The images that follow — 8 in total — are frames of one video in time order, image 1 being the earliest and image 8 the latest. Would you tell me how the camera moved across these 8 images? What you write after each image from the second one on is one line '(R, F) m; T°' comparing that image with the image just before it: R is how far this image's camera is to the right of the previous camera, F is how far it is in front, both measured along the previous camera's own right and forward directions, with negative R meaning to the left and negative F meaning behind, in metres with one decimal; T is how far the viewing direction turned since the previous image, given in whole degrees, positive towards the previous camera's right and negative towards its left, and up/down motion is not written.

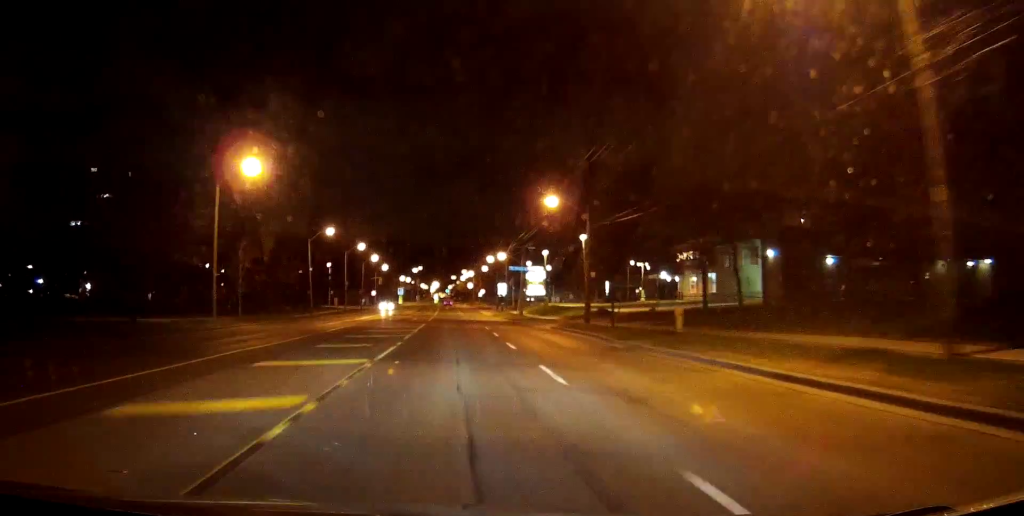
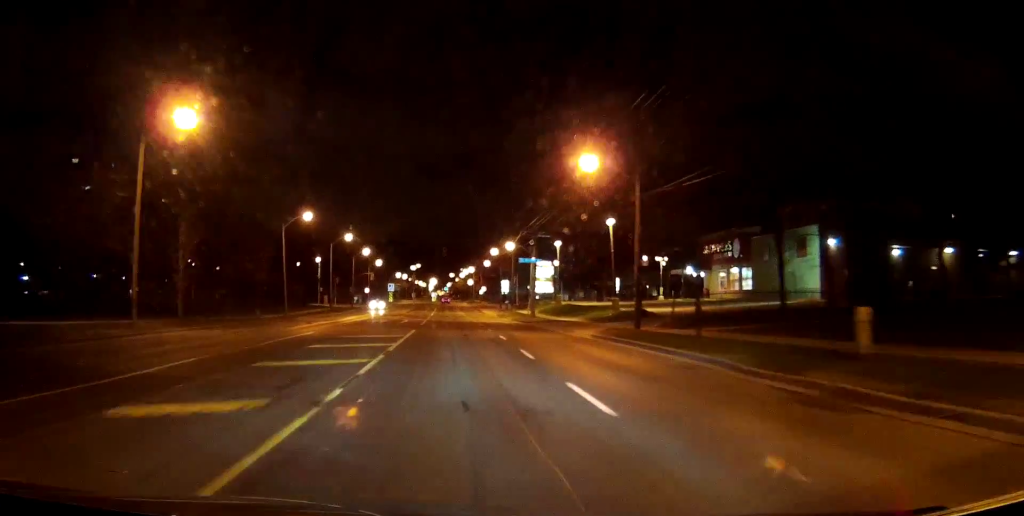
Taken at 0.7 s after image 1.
(+0.2, +12.7) m; 0°
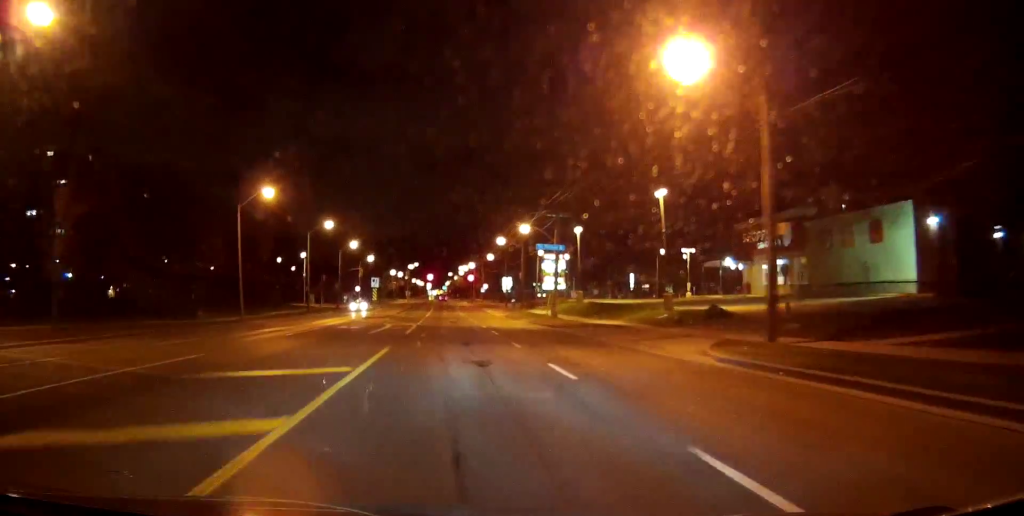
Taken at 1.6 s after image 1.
(-0.3, +14.5) m; -1°
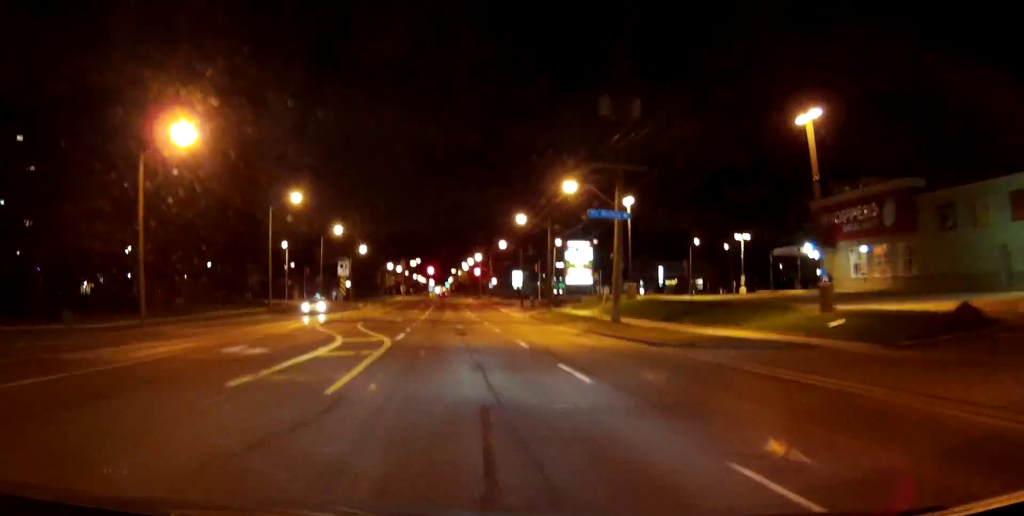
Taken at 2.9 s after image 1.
(0.0, +19.0) m; 0°
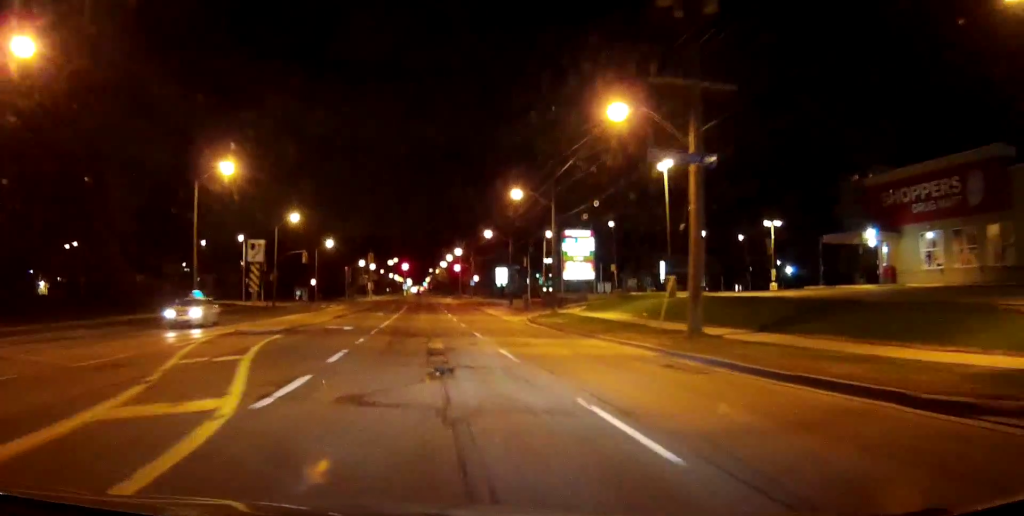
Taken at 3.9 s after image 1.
(0.0, +14.3) m; 0°
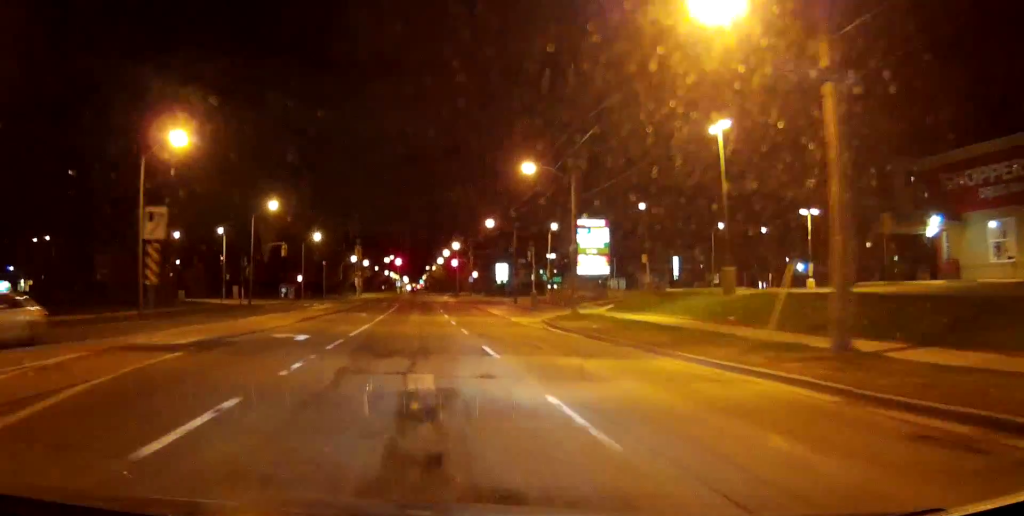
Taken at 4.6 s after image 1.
(0.0, +9.0) m; 0°
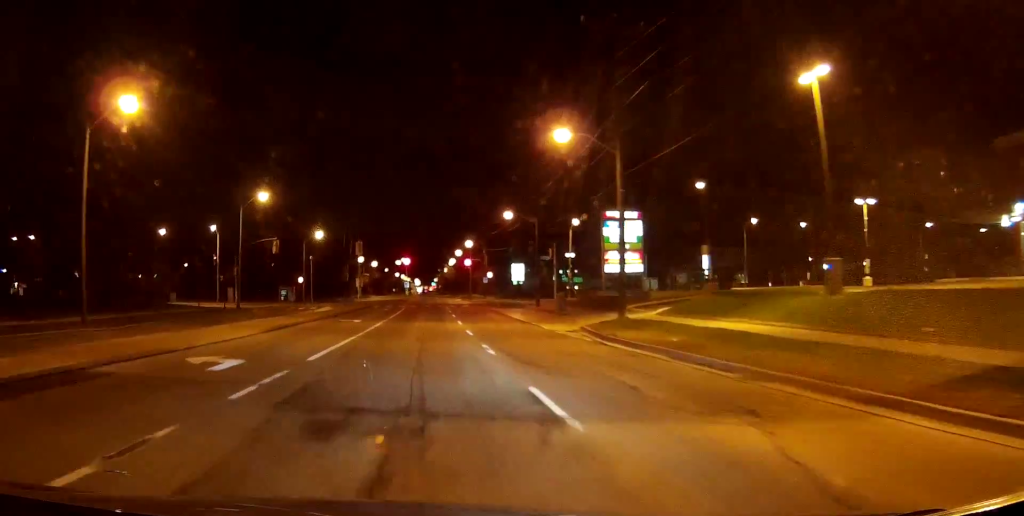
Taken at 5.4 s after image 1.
(0.0, +8.3) m; 0°
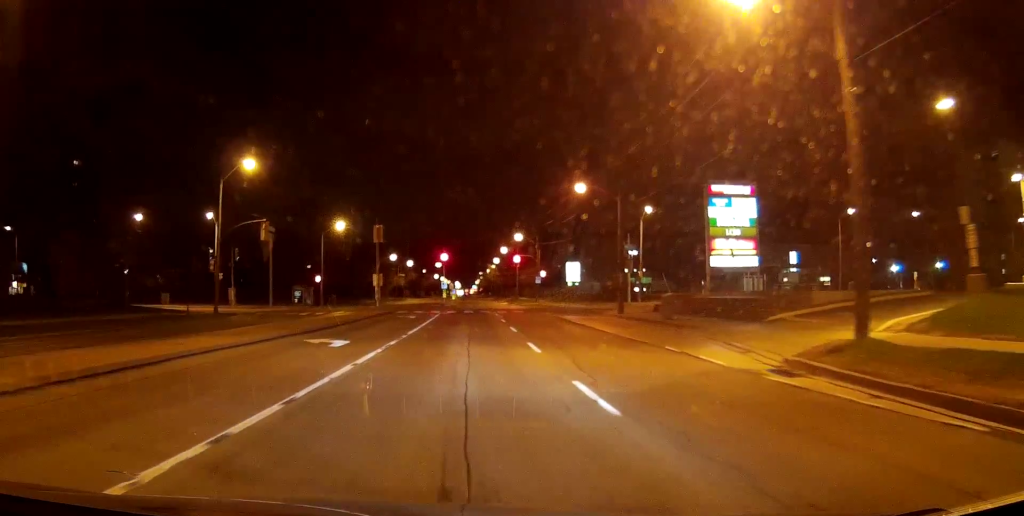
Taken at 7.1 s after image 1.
(-0.2, +17.2) m; -1°
